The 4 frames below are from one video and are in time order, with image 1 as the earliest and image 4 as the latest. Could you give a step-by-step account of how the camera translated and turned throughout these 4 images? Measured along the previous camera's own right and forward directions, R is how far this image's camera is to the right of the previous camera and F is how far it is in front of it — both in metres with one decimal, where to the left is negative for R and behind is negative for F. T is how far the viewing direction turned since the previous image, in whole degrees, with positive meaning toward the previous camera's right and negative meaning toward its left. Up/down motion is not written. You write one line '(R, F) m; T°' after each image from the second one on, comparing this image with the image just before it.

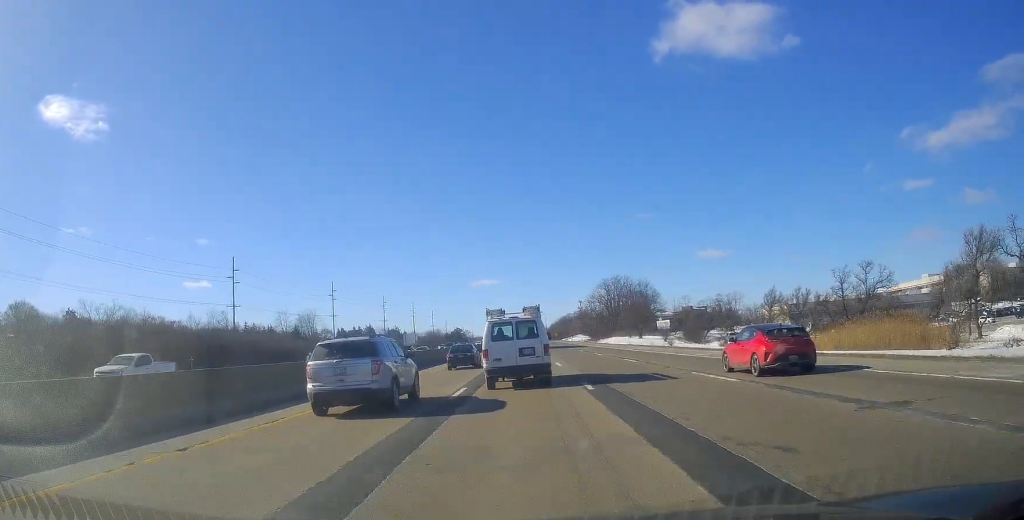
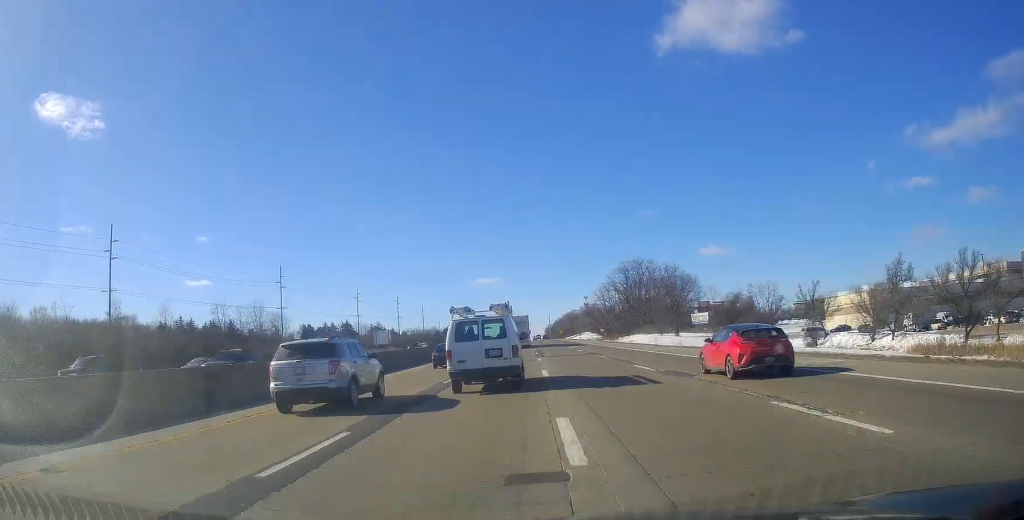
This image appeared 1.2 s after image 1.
(+0.6, +39.8) m; 0°
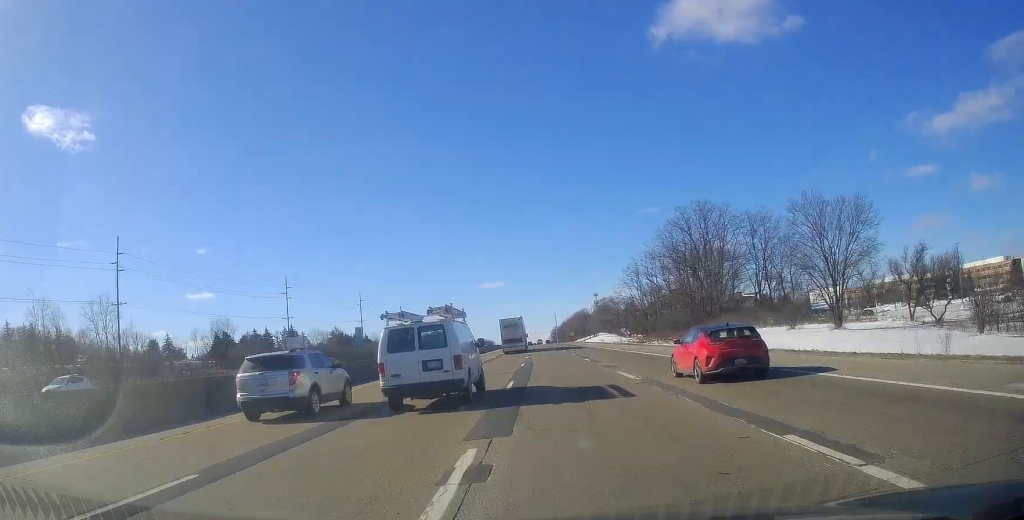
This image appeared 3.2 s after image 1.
(0.0, +64.0) m; 0°
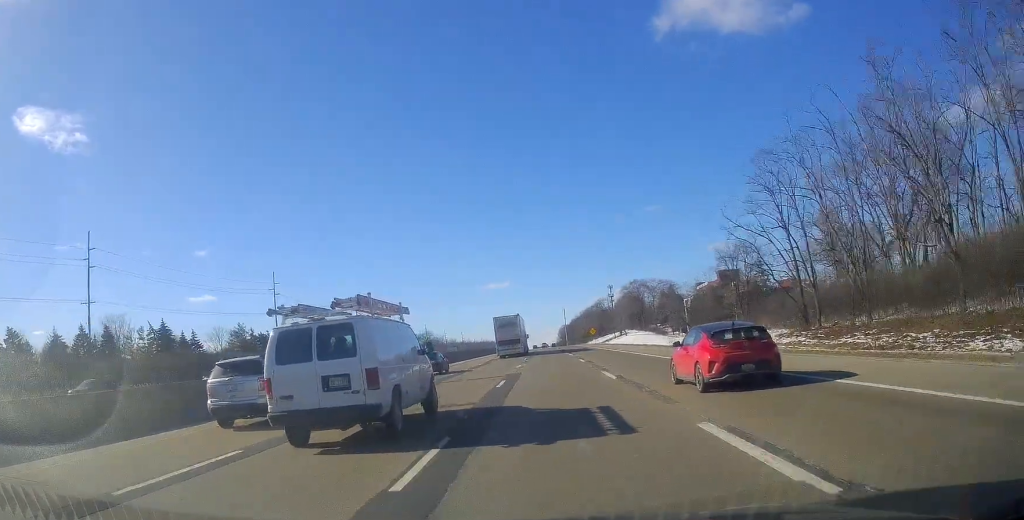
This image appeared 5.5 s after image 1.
(-1.7, +75.9) m; -1°
